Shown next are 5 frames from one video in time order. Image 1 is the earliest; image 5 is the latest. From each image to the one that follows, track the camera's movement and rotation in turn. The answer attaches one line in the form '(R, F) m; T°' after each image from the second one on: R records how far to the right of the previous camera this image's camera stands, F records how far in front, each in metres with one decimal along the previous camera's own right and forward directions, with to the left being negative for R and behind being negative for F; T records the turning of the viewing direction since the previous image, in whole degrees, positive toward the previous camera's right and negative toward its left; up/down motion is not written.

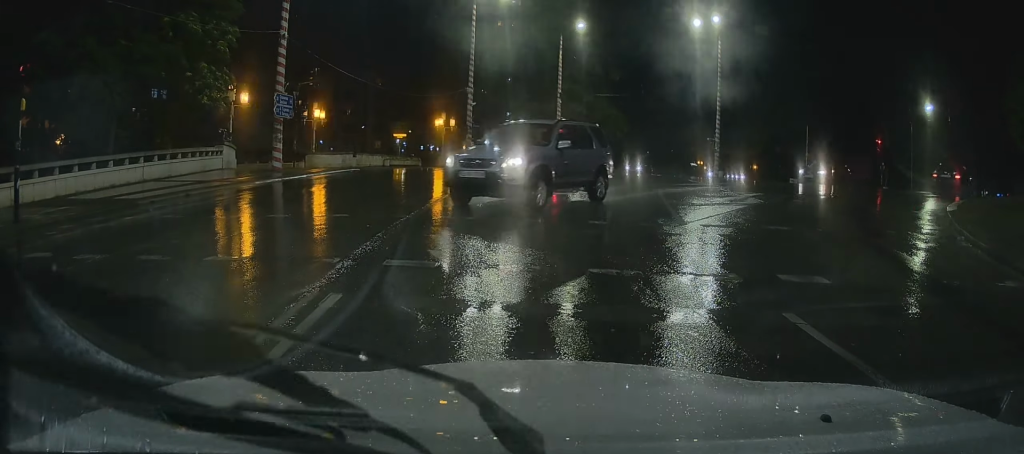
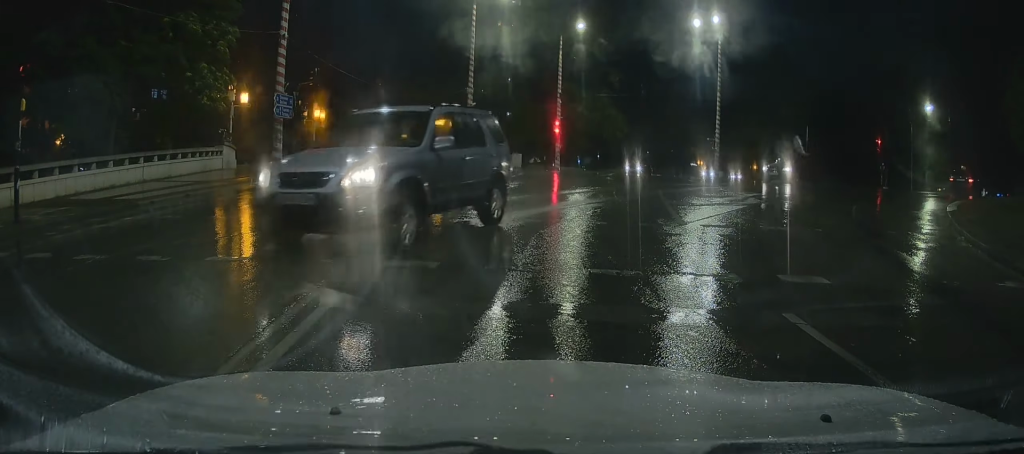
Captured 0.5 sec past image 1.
(0.0, 0.0) m; 0°
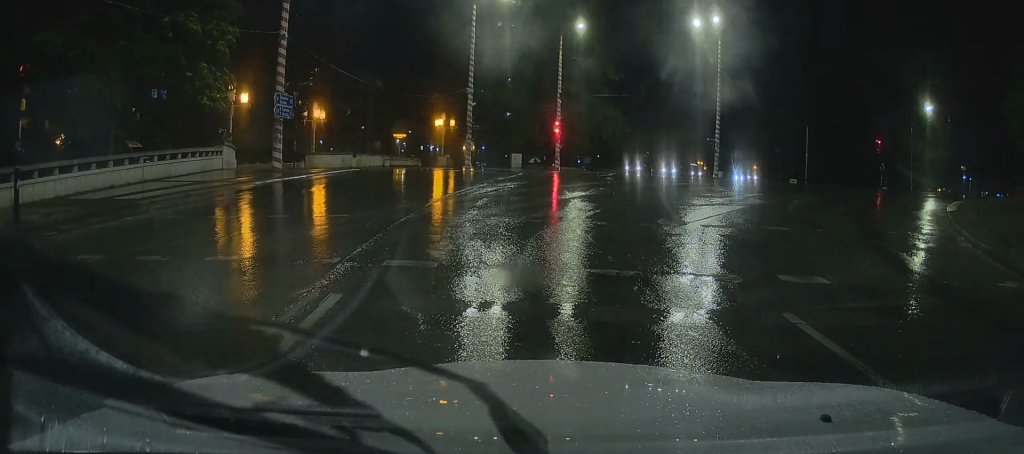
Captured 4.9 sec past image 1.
(0.0, 0.0) m; 0°
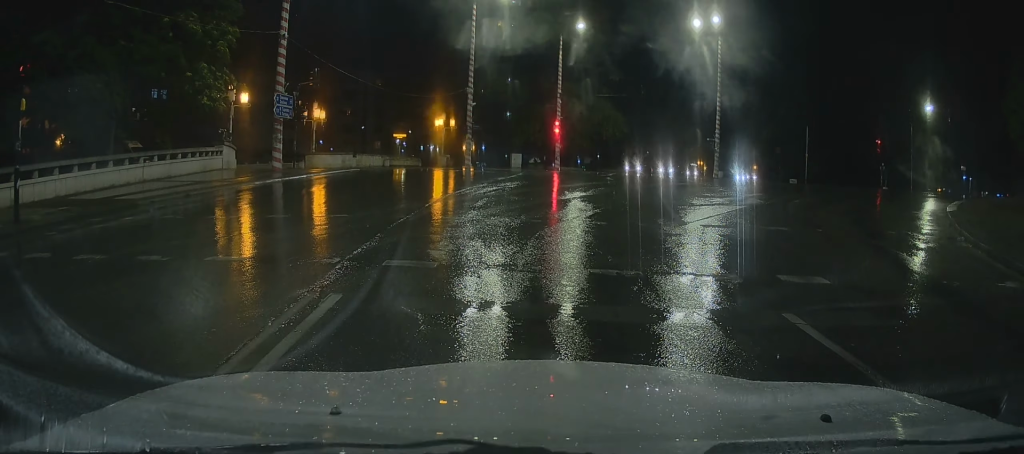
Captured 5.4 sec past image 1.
(0.0, 0.0) m; 0°
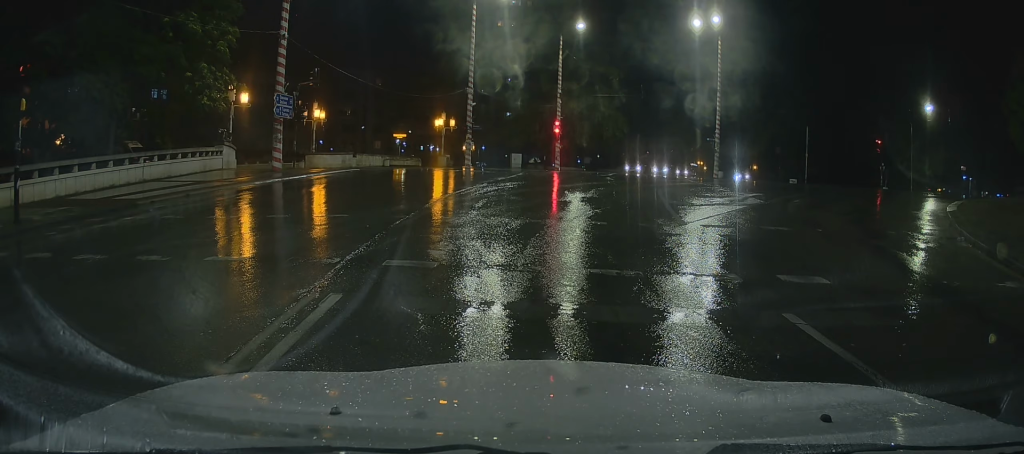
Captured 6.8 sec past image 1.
(0.0, 0.0) m; 0°
